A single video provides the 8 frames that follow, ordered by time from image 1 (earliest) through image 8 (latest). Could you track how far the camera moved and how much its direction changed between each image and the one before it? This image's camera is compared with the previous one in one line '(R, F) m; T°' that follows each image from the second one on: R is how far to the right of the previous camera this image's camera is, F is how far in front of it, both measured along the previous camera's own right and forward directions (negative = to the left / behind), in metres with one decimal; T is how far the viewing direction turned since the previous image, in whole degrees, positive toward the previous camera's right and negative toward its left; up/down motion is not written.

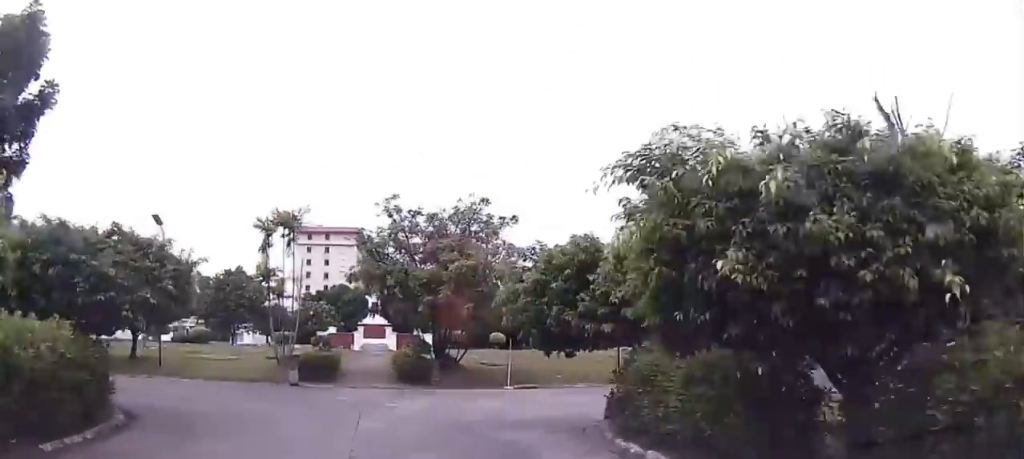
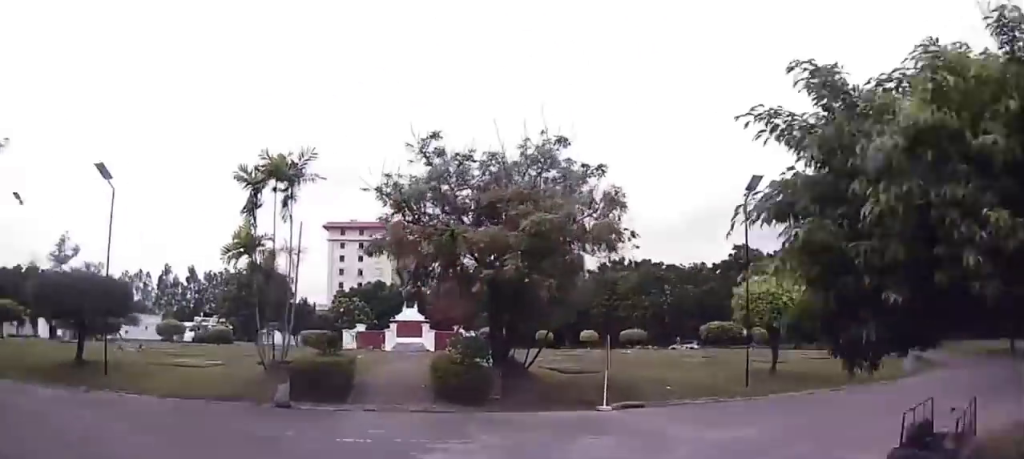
(-0.7, +7.3) m; -1°
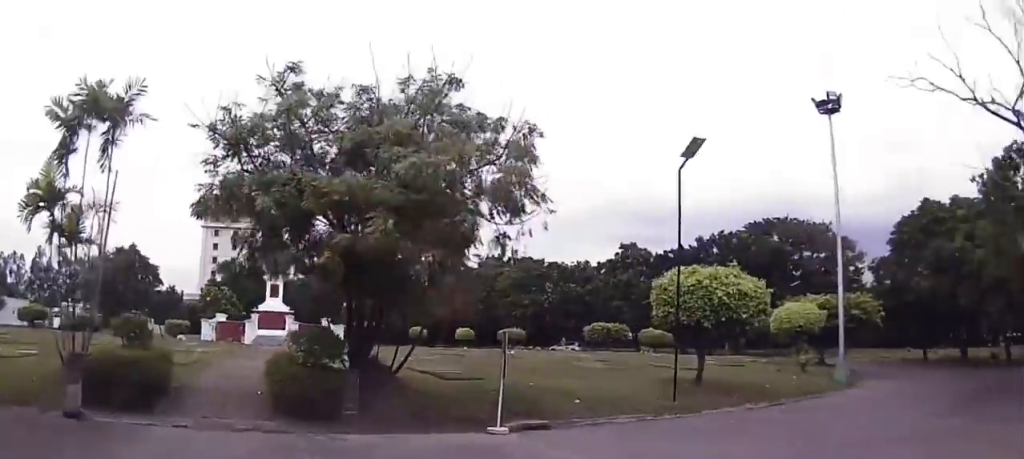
(-0.1, +4.9) m; +10°
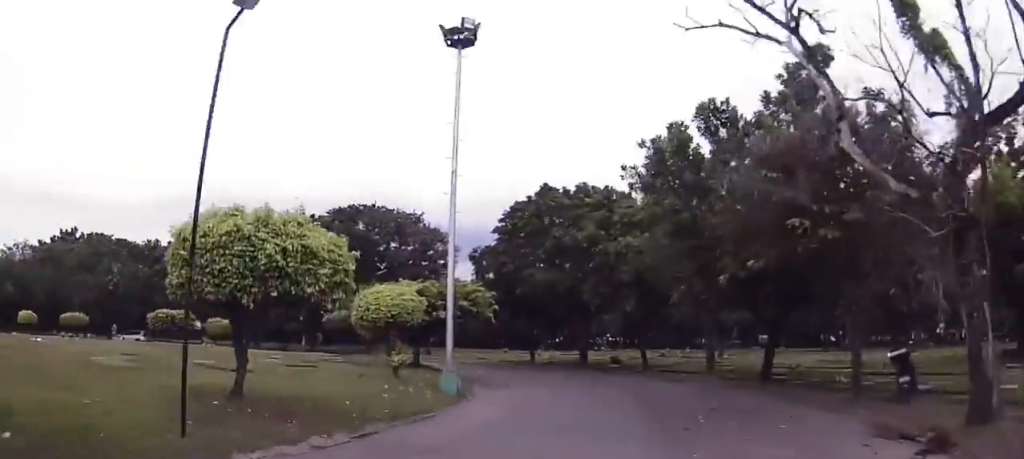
(+1.0, +7.1) m; +16°
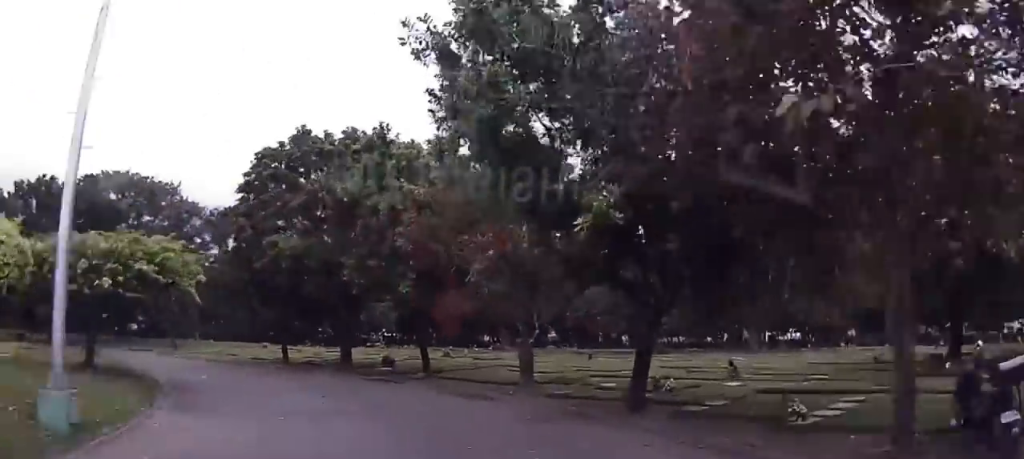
(+1.7, +7.9) m; +14°
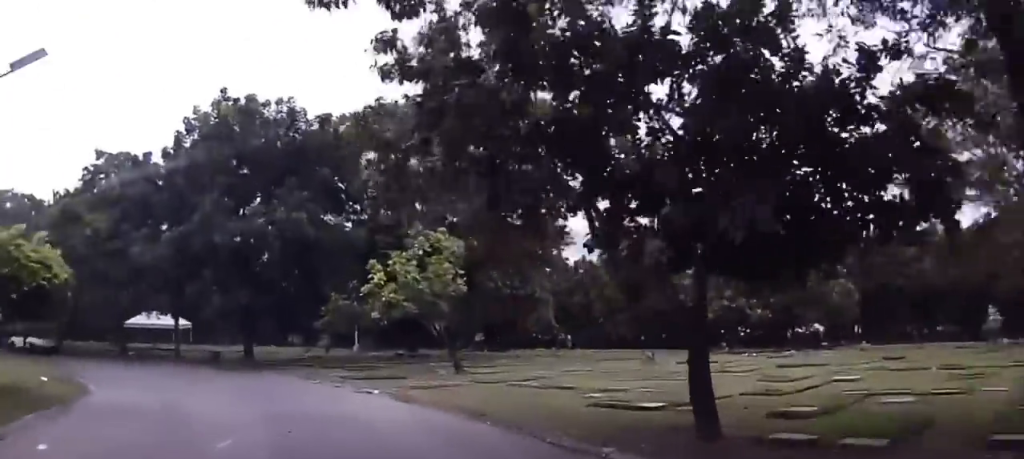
(-3.1, +22.3) m; -22°
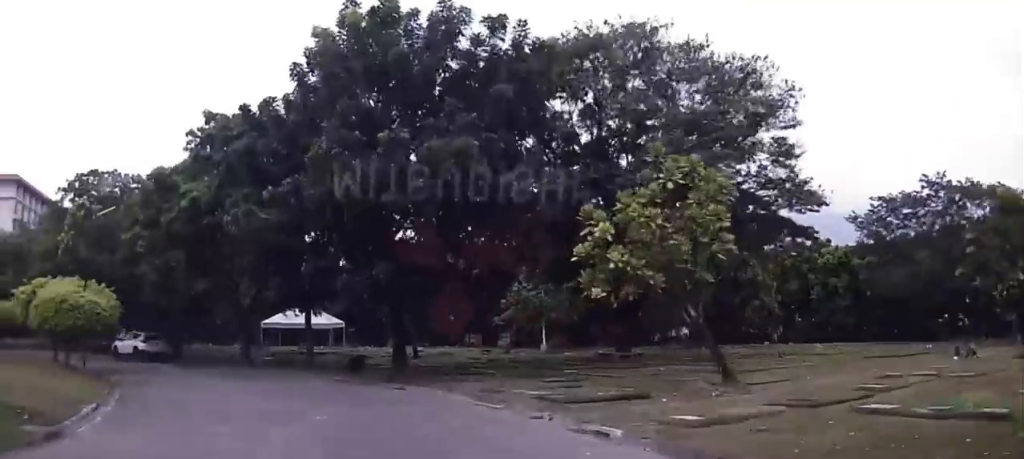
(-0.1, +8.1) m; -9°
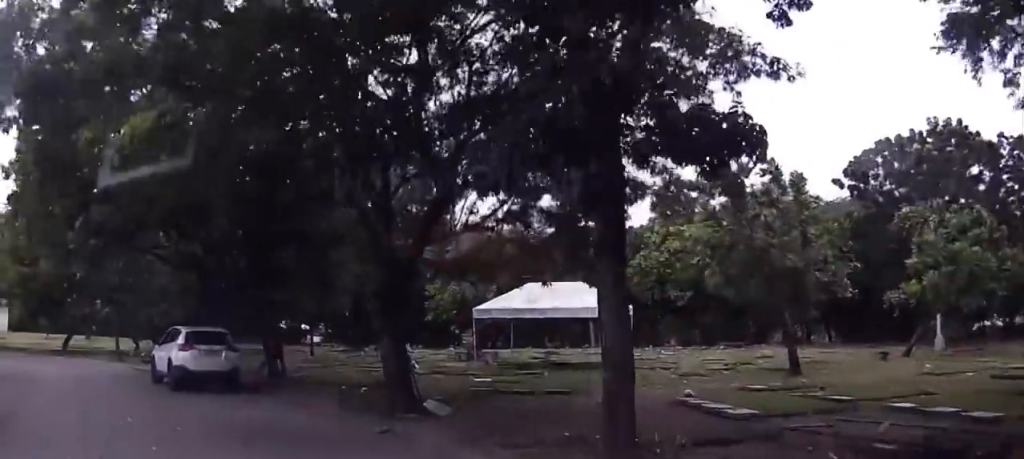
(-5.2, +19.9) m; -30°
